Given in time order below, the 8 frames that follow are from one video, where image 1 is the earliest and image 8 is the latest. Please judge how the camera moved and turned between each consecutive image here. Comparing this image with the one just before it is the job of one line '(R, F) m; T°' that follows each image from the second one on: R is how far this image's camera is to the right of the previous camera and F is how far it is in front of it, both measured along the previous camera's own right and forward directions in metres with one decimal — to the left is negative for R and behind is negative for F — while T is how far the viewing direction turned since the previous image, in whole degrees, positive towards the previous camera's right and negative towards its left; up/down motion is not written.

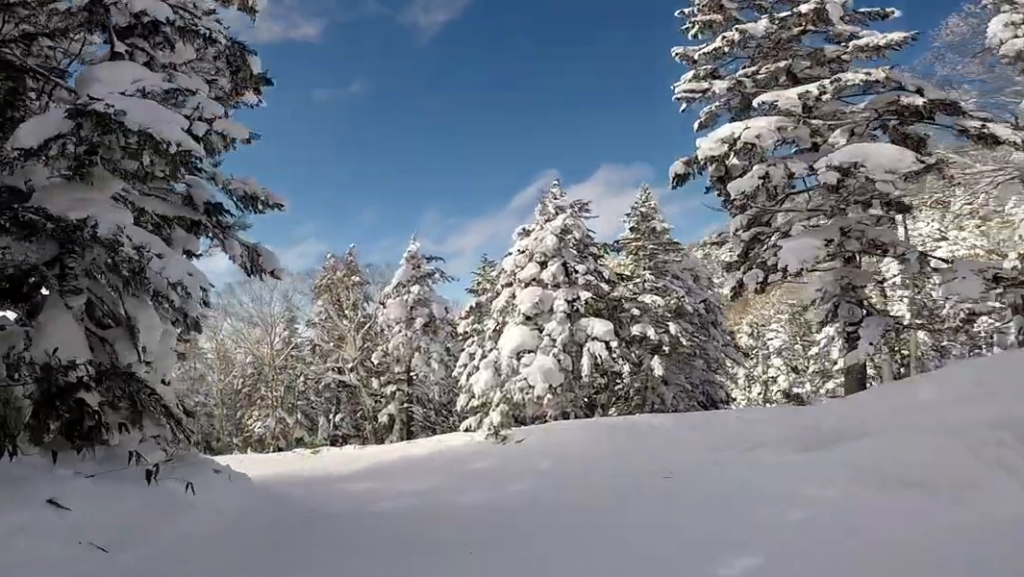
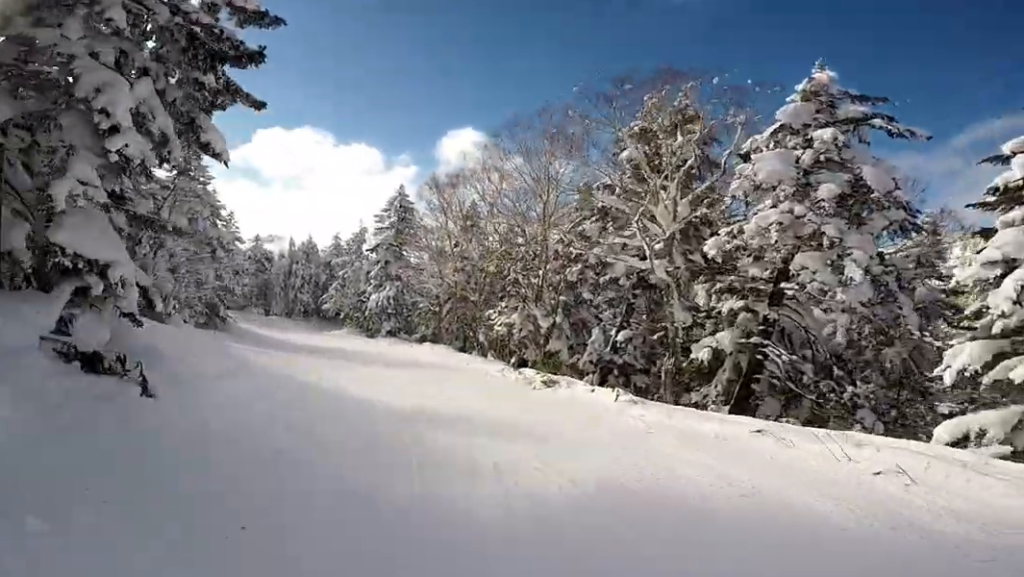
(-5.6, +11.6) m; -35°
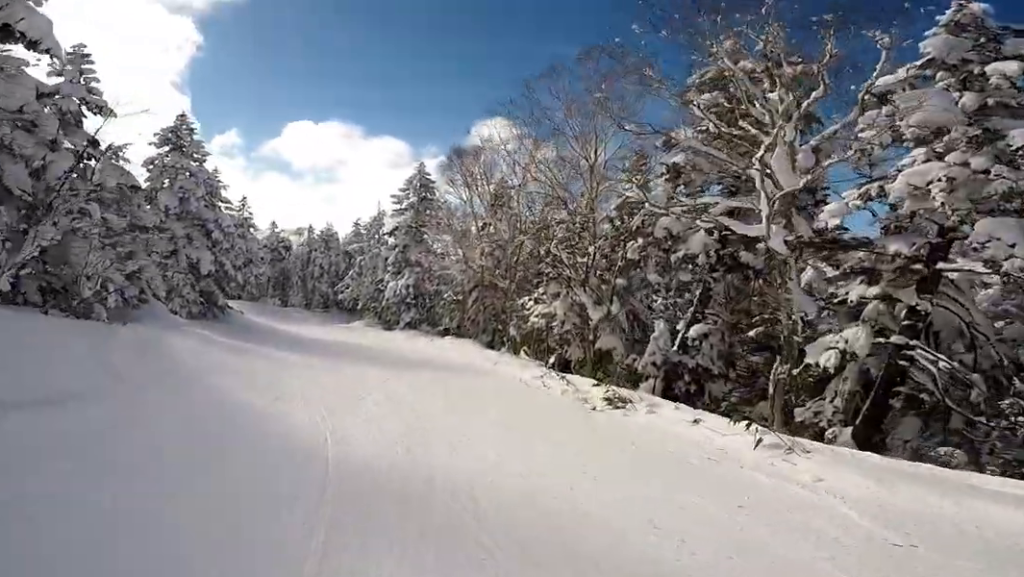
(0.0, +5.3) m; -1°
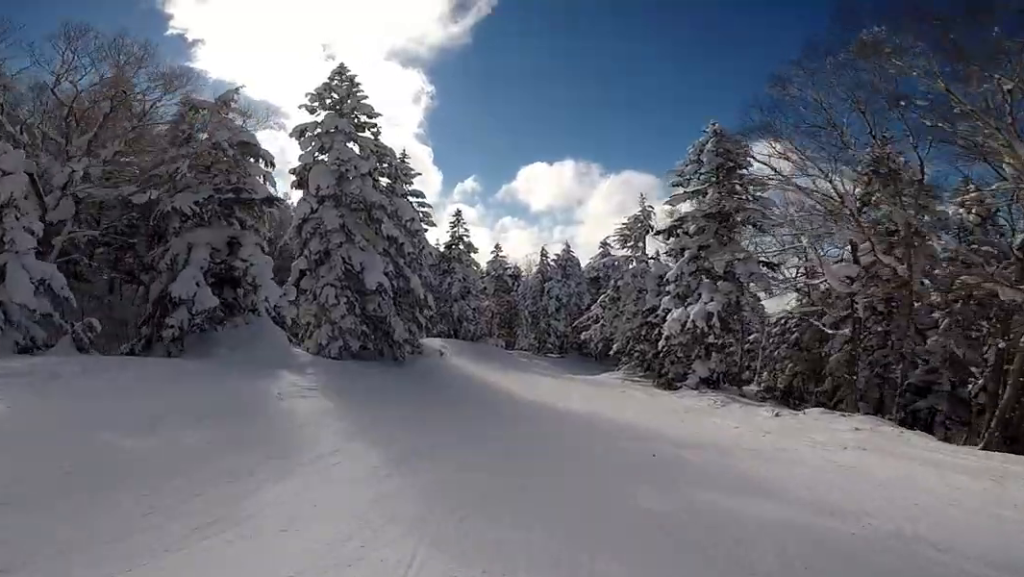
(-2.1, +16.0) m; -4°
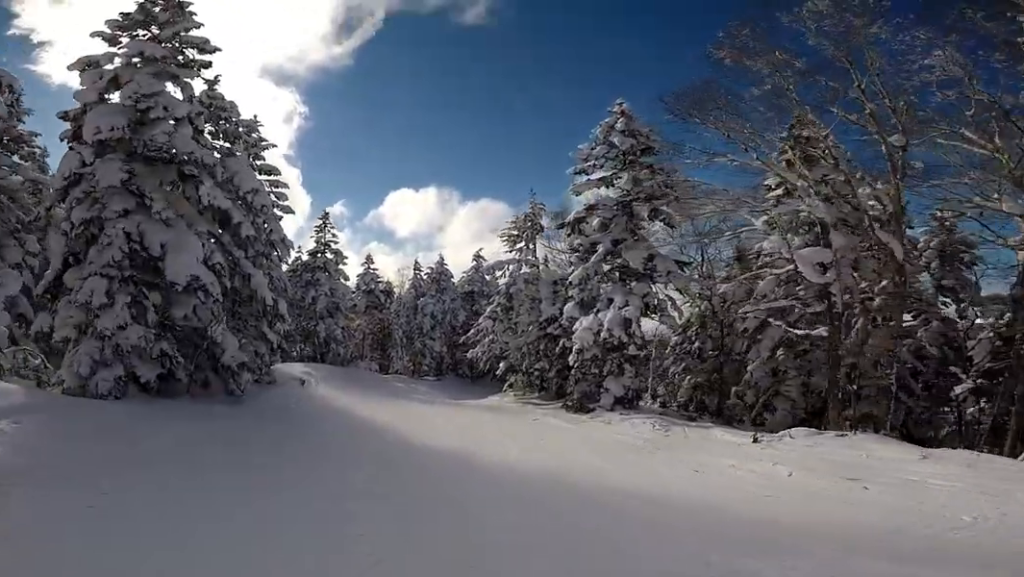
(+1.2, +7.6) m; 0°
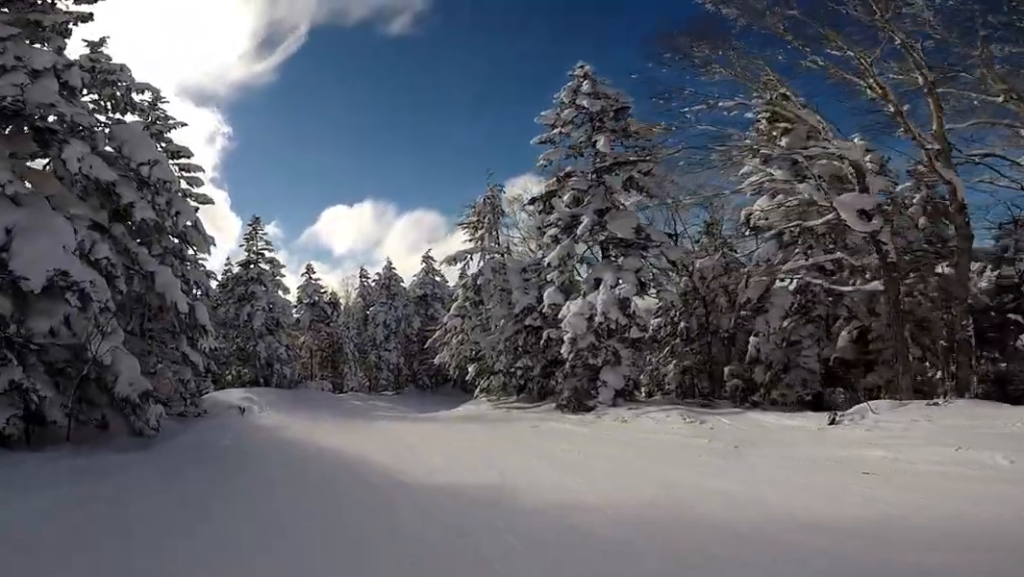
(+0.2, +4.1) m; +1°
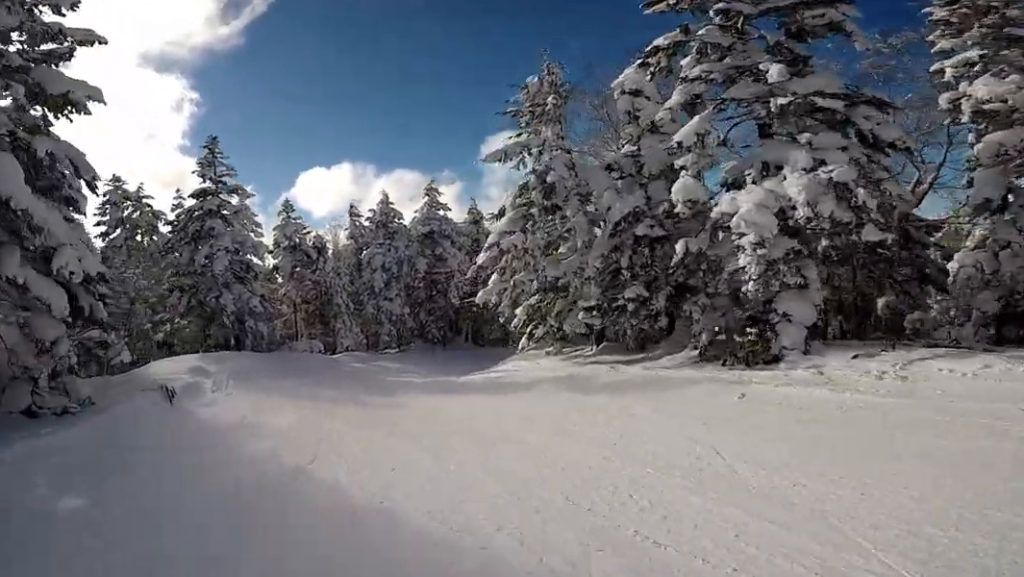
(-1.6, +8.4) m; +8°
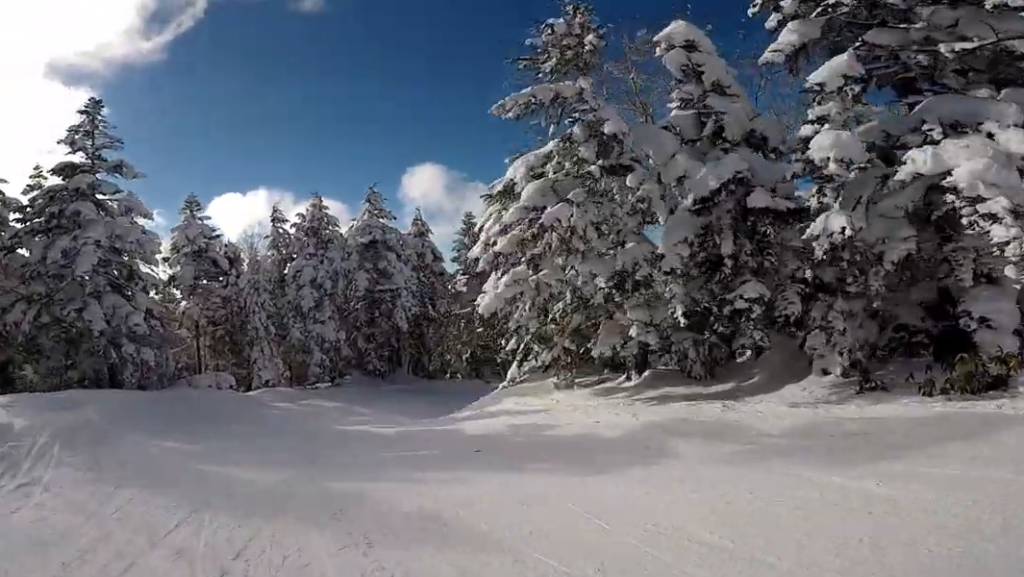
(+2.1, +6.3) m; +13°
